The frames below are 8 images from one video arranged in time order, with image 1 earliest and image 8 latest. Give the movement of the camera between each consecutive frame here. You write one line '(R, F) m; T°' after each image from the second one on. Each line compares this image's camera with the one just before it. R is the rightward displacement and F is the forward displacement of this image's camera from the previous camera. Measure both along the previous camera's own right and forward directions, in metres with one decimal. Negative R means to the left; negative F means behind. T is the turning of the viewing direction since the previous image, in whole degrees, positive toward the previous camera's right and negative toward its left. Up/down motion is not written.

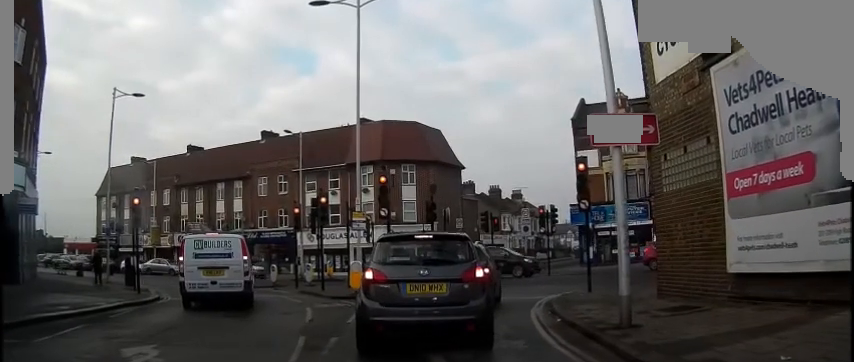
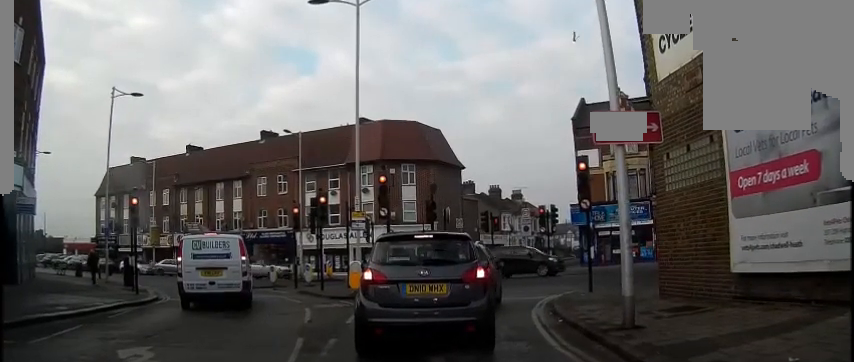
(+0.2, +0.4) m; 0°
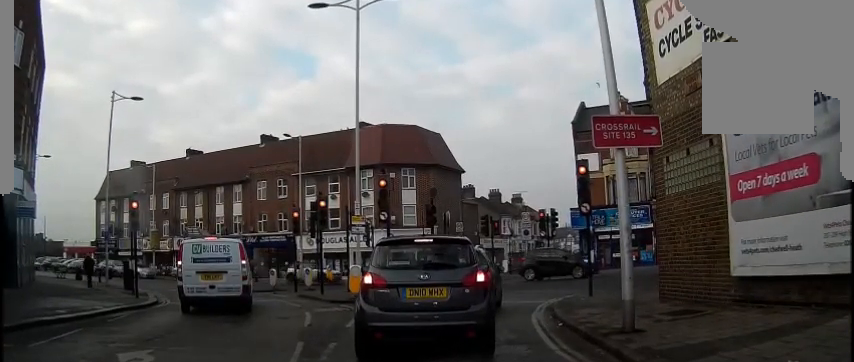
(+0.3, -0.1) m; 0°
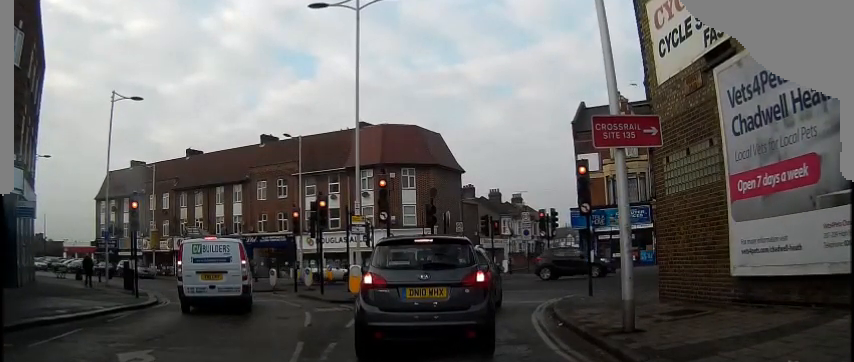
(0.0, 0.0) m; 0°
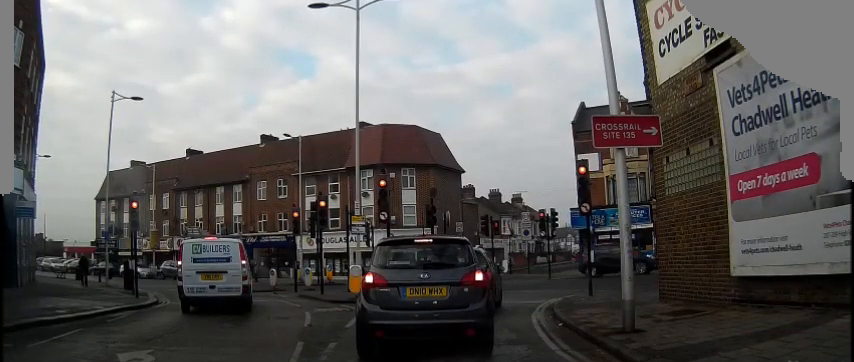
(0.0, 0.0) m; 0°
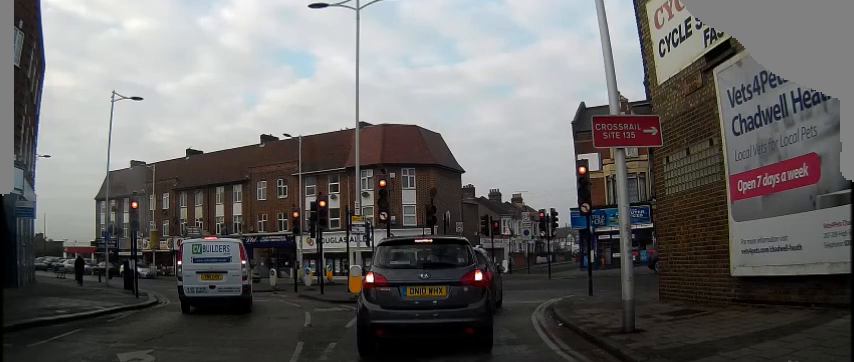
(0.0, 0.0) m; 0°
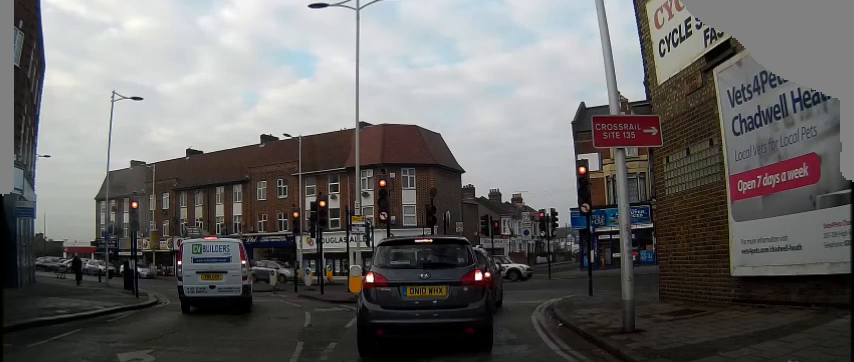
(0.0, 0.0) m; 0°
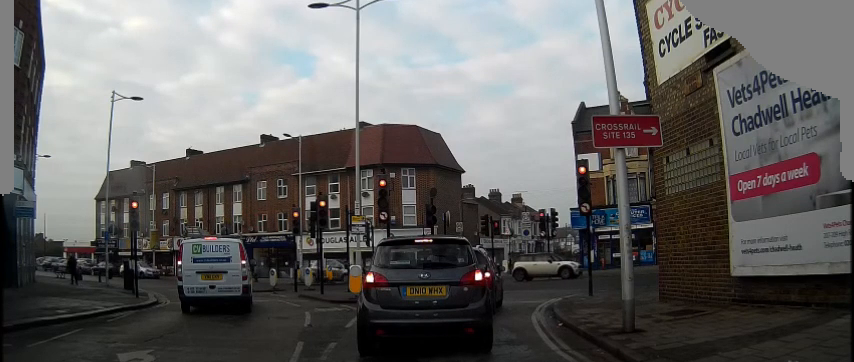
(0.0, 0.0) m; 0°
